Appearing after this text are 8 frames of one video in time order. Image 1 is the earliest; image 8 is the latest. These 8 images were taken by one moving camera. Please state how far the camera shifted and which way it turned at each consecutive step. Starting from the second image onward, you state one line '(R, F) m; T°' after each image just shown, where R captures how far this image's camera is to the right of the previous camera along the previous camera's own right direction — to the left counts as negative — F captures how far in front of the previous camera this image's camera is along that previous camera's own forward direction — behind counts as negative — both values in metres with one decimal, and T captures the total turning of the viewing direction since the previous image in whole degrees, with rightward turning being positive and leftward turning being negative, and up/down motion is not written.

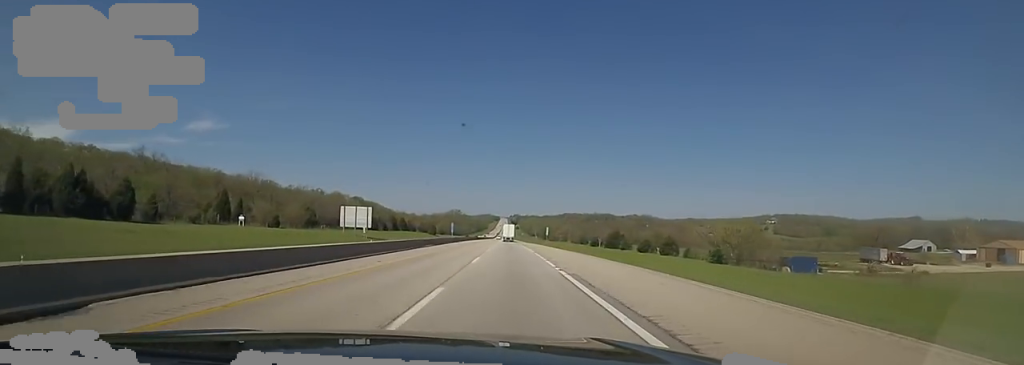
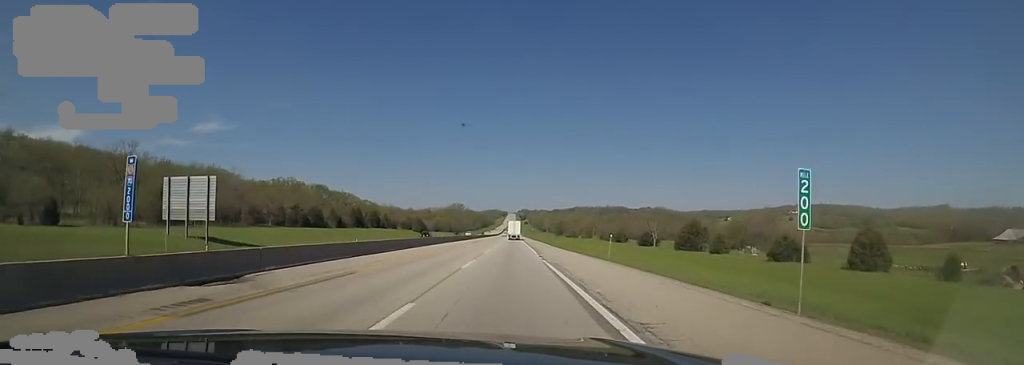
(-0.7, +63.6) m; +1°
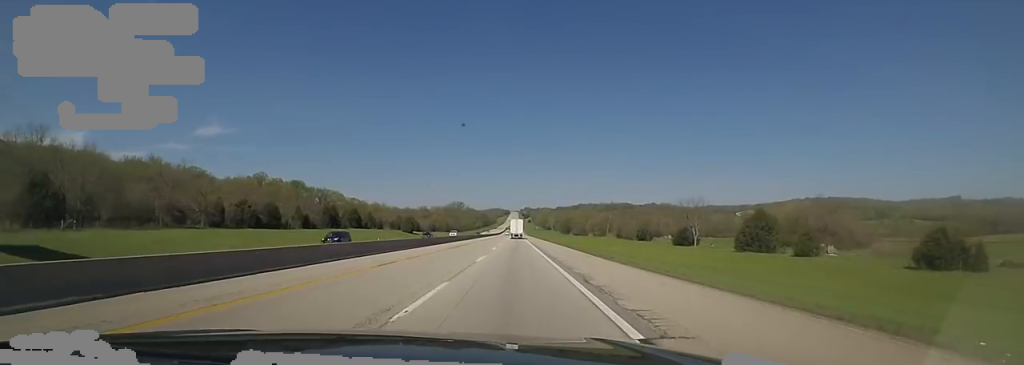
(+0.2, +26.4) m; +1°
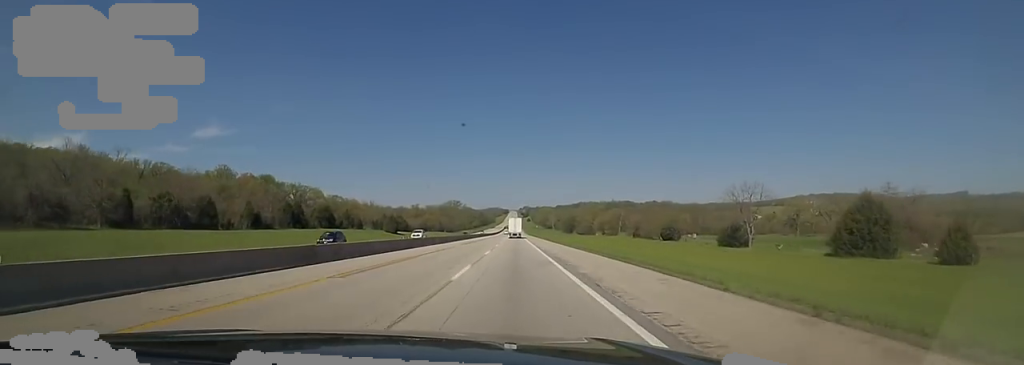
(+1.0, +23.9) m; 0°
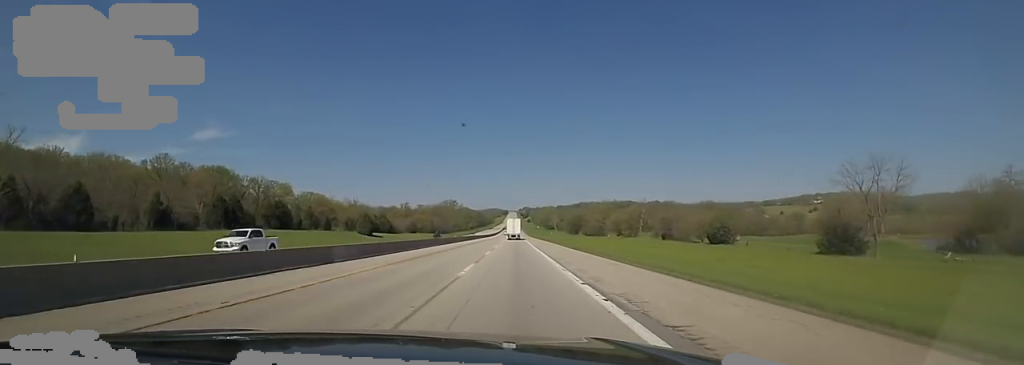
(-1.0, +28.8) m; -2°
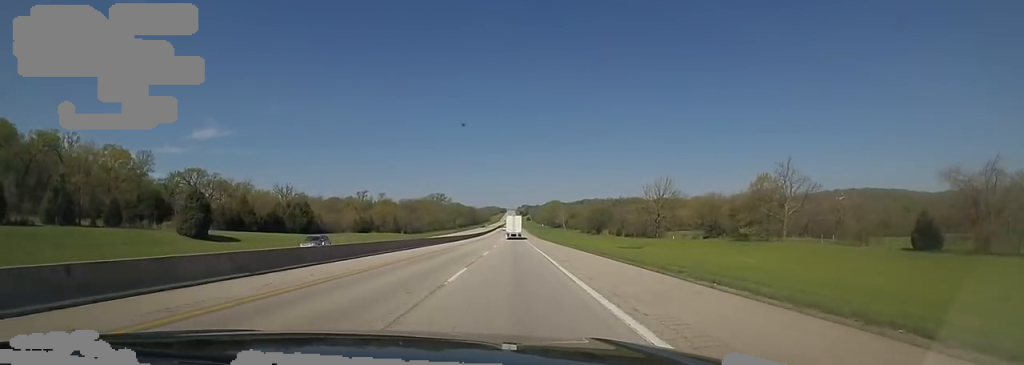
(-1.0, +78.0) m; -1°
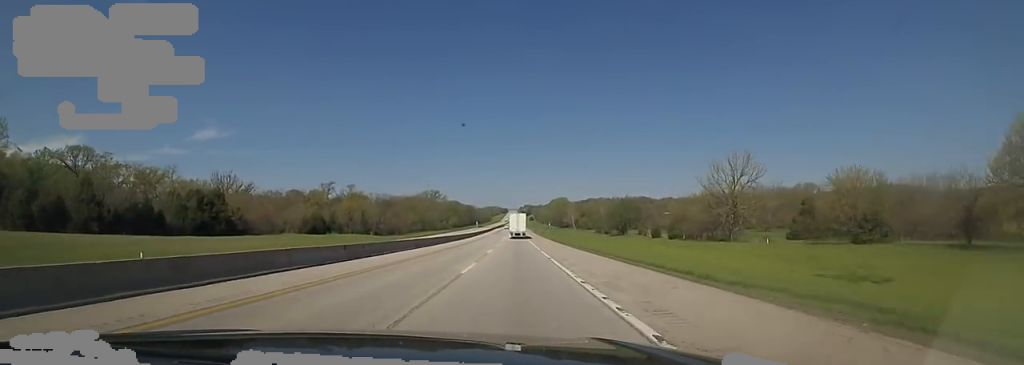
(0.0, +42.0) m; 0°
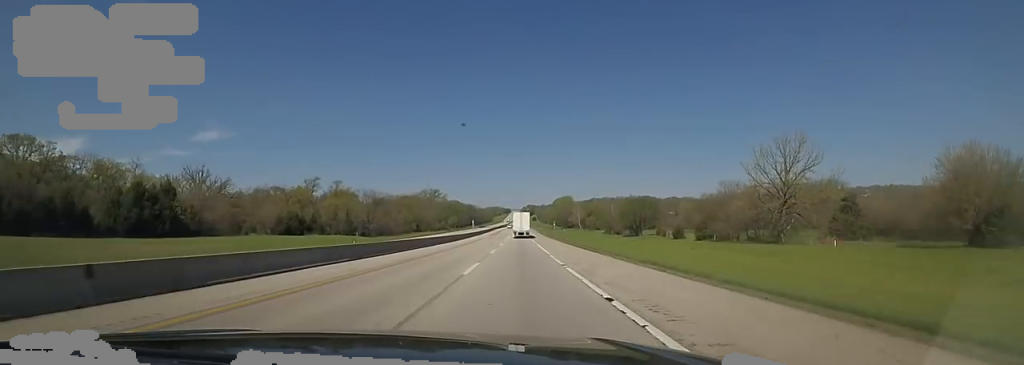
(0.0, +15.6) m; 0°
